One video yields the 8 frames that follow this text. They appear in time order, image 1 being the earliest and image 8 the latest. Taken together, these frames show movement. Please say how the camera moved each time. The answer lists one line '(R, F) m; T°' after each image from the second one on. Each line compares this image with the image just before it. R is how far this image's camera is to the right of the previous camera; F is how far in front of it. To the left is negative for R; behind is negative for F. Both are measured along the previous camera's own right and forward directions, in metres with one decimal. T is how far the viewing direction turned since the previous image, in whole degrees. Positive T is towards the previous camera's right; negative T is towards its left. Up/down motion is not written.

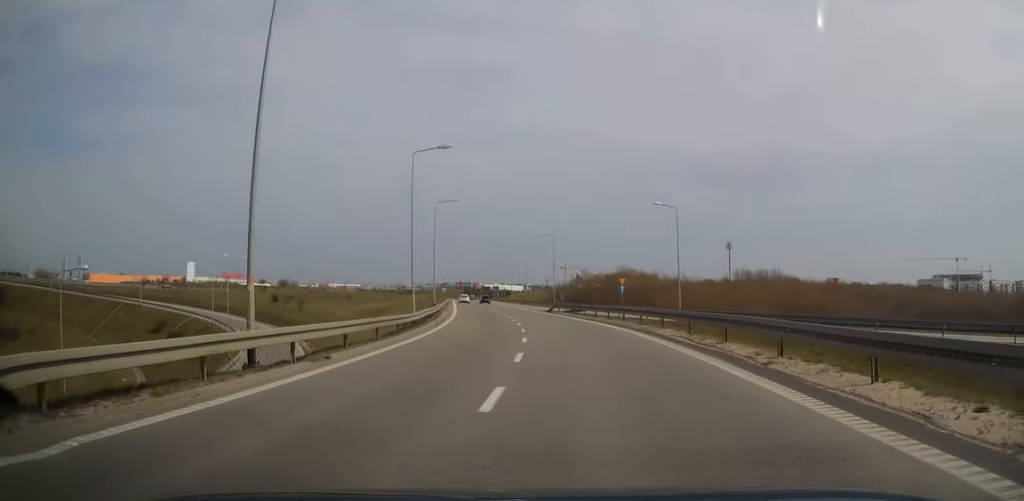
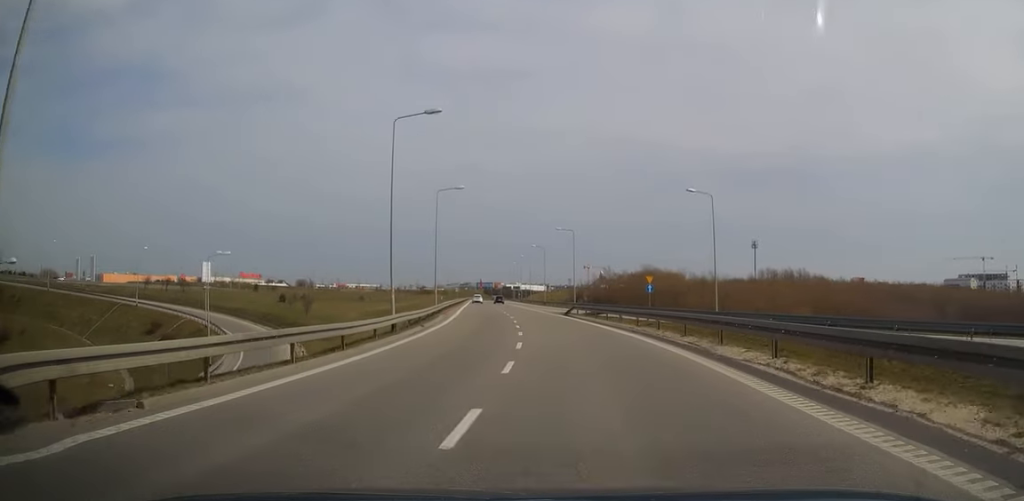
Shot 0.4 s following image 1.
(-0.1, +7.9) m; -2°
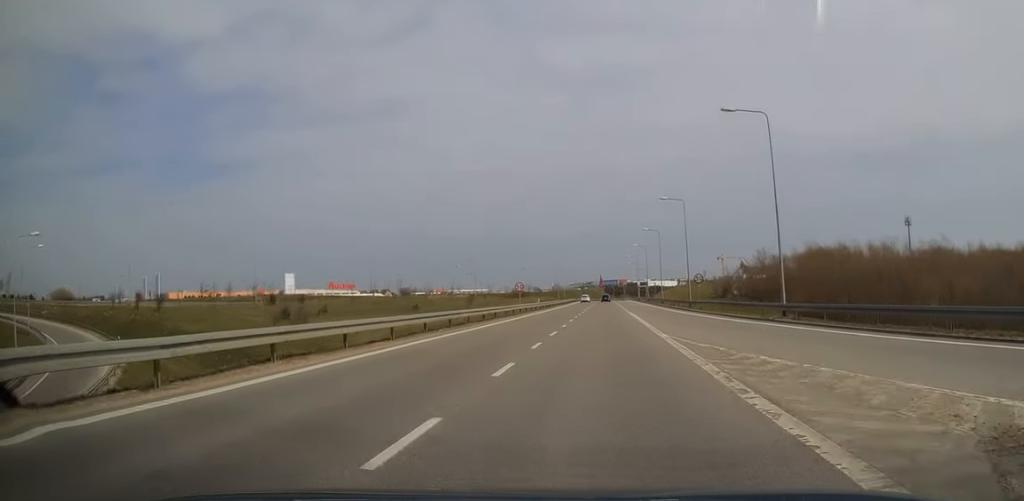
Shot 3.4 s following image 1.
(-5.4, +53.9) m; -9°
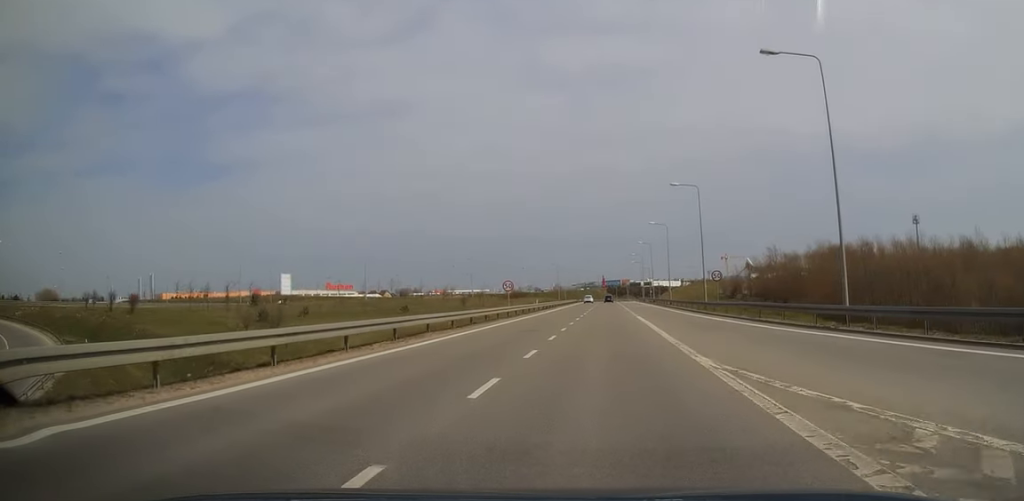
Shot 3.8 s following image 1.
(0.0, +8.2) m; 0°
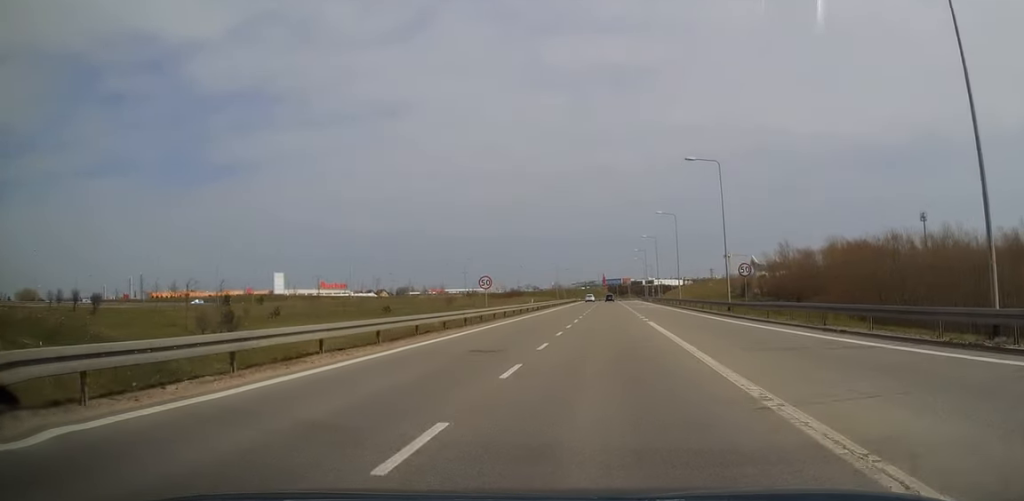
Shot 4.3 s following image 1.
(+0.1, +9.8) m; -1°
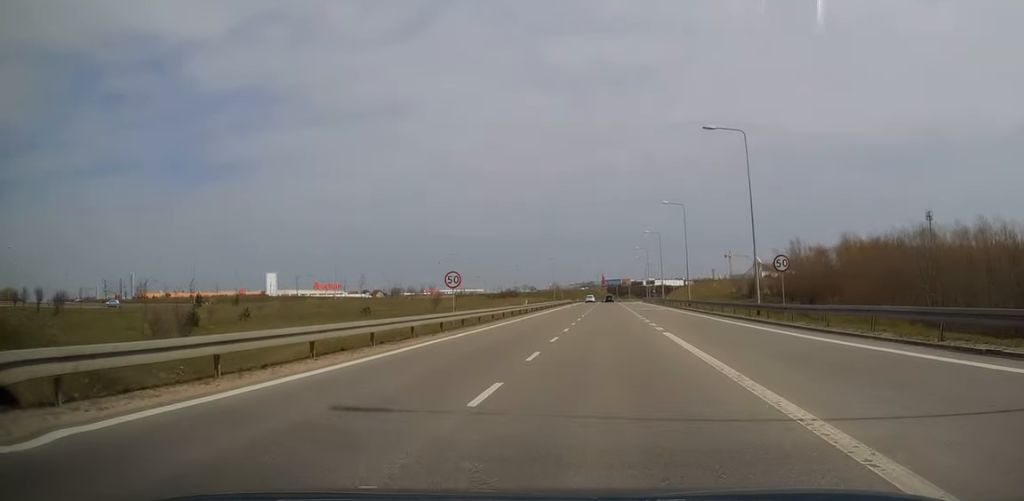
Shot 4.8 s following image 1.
(-0.2, +8.7) m; 0°
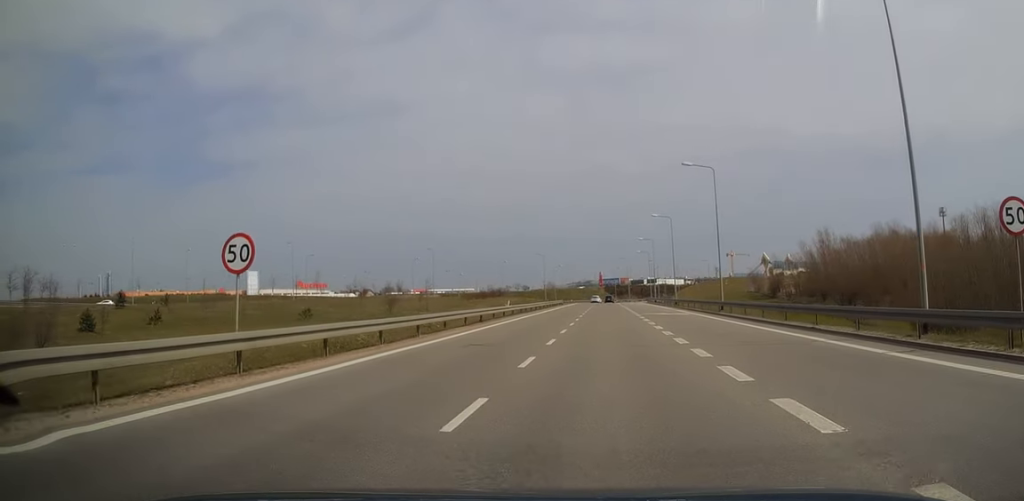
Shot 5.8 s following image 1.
(-0.2, +19.3) m; 0°
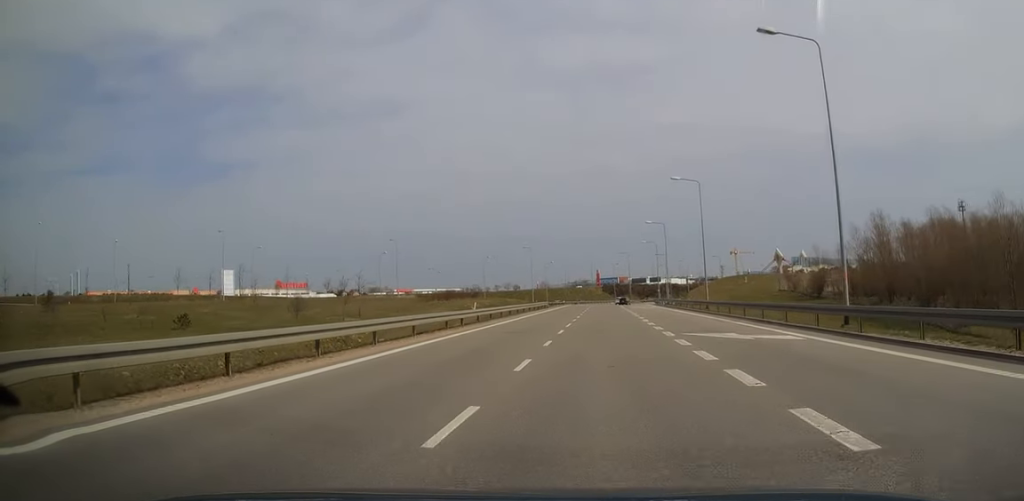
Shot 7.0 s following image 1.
(+0.4, +24.3) m; +1°
